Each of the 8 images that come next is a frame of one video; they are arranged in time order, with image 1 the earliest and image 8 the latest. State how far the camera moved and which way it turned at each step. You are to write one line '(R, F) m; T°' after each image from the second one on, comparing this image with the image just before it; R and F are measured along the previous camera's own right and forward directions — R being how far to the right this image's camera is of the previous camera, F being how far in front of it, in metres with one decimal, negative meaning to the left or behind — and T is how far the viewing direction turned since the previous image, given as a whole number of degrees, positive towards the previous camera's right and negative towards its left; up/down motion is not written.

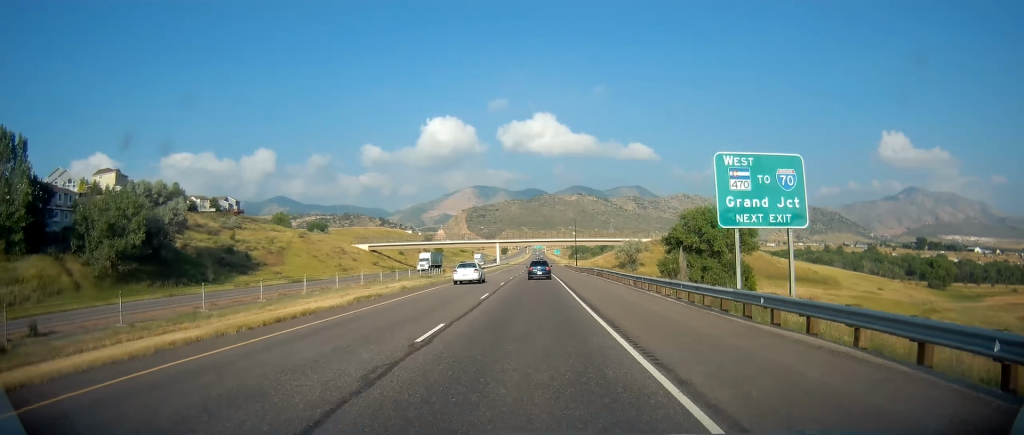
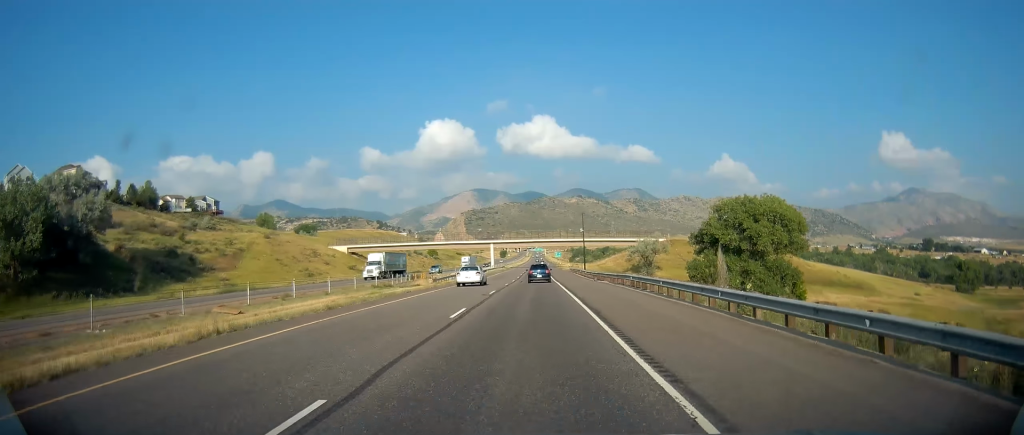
(+0.1, +20.0) m; 0°
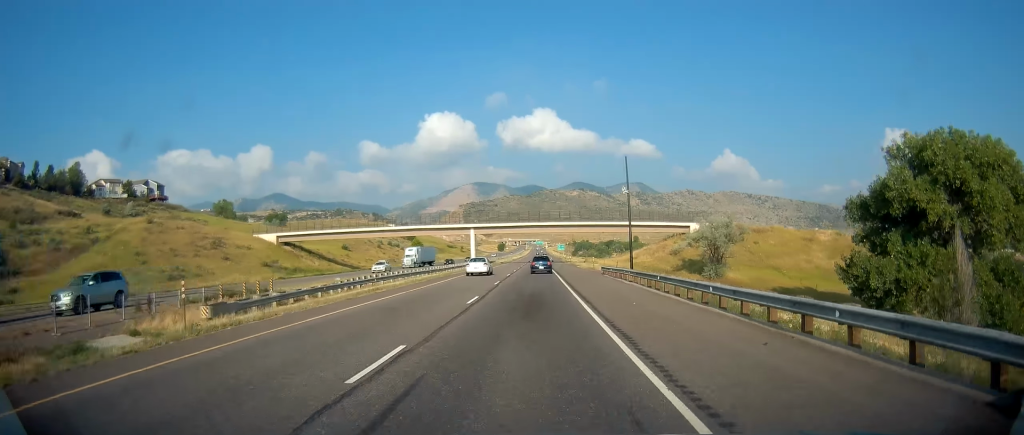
(0.0, +44.8) m; 0°
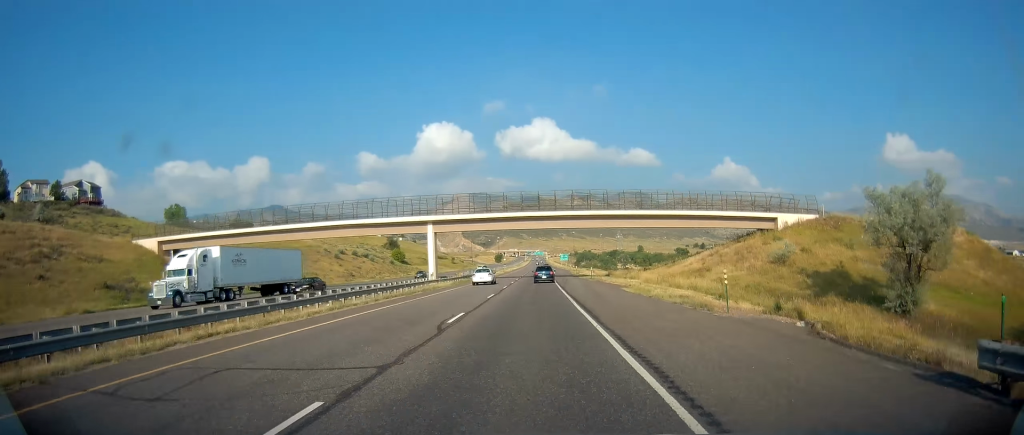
(0.0, +40.3) m; 0°
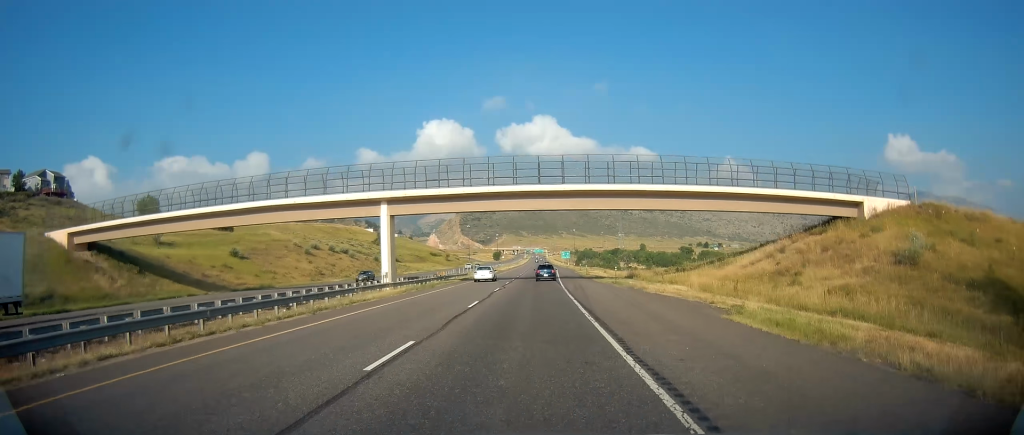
(0.0, +19.6) m; 0°
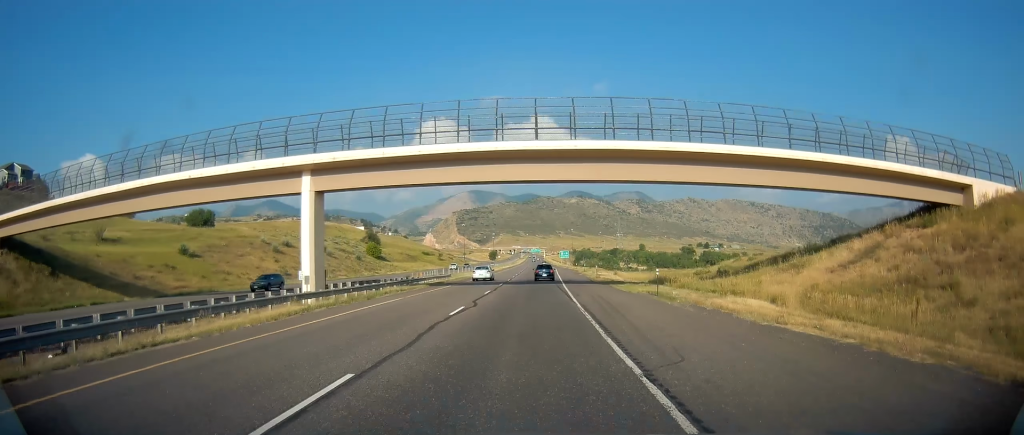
(0.0, +15.4) m; 0°
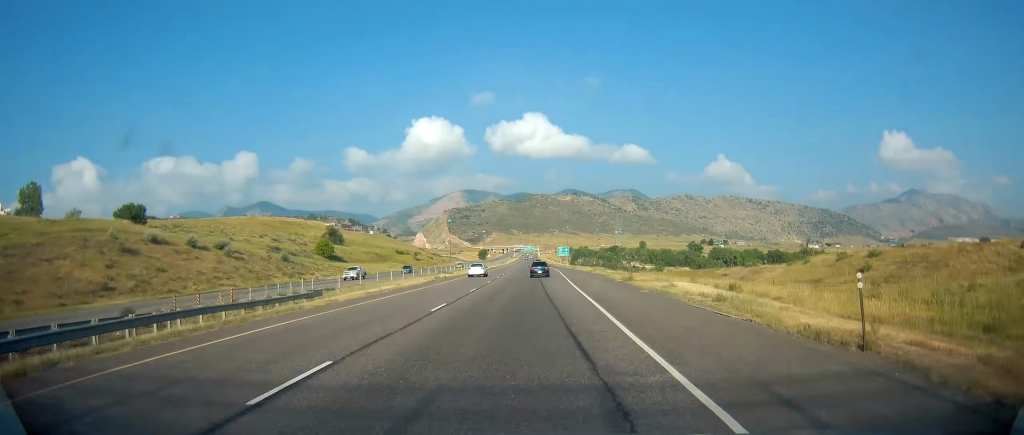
(+0.2, +47.0) m; +1°
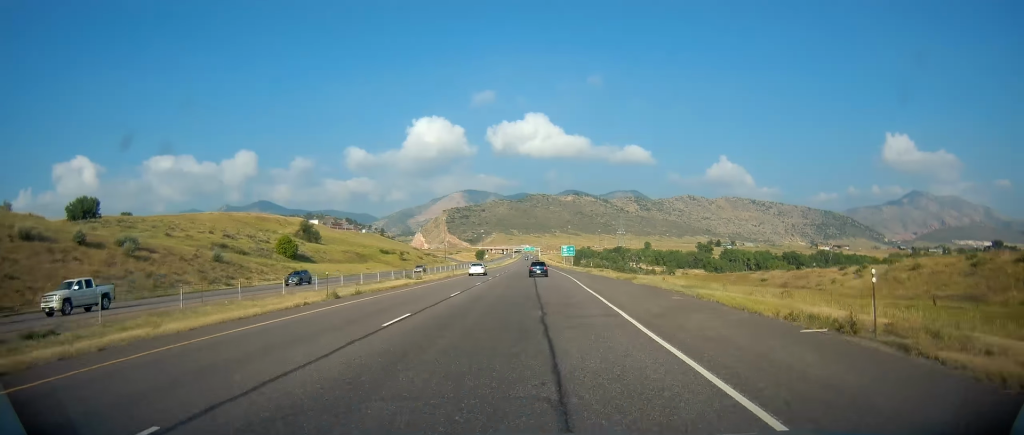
(+0.3, +28.5) m; 0°
